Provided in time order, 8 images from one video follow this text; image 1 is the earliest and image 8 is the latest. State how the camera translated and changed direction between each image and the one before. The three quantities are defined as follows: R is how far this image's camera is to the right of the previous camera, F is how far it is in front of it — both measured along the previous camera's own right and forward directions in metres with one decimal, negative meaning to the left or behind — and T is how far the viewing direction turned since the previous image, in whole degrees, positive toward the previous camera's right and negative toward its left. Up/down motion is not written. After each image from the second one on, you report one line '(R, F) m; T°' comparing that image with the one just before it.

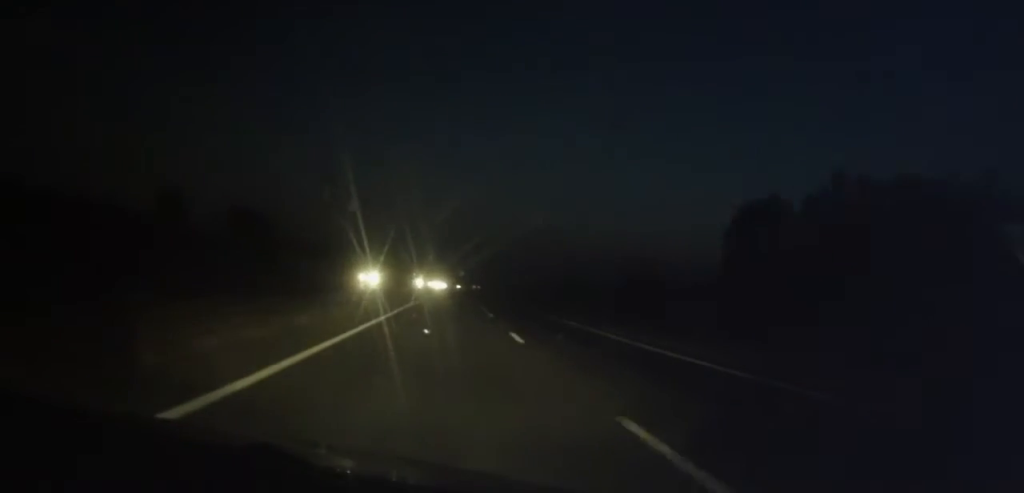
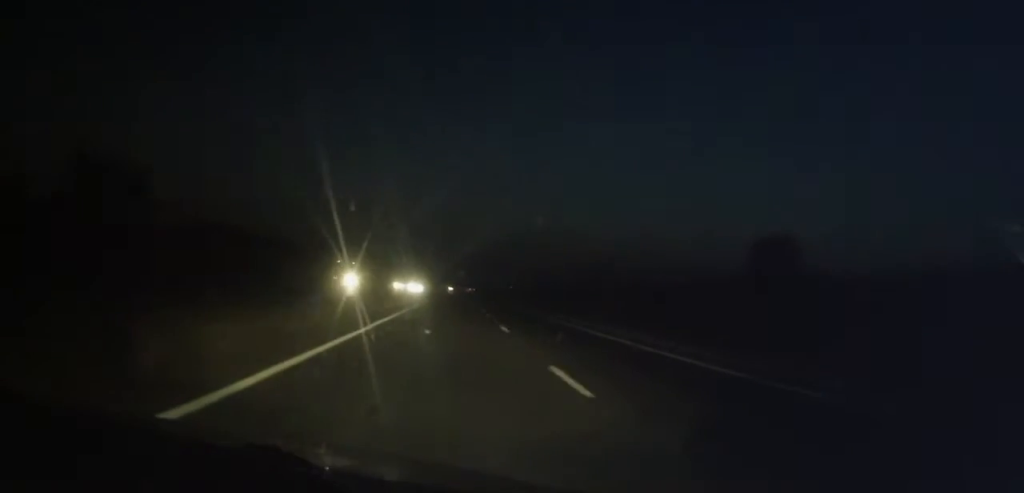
(+0.4, +53.3) m; +1°
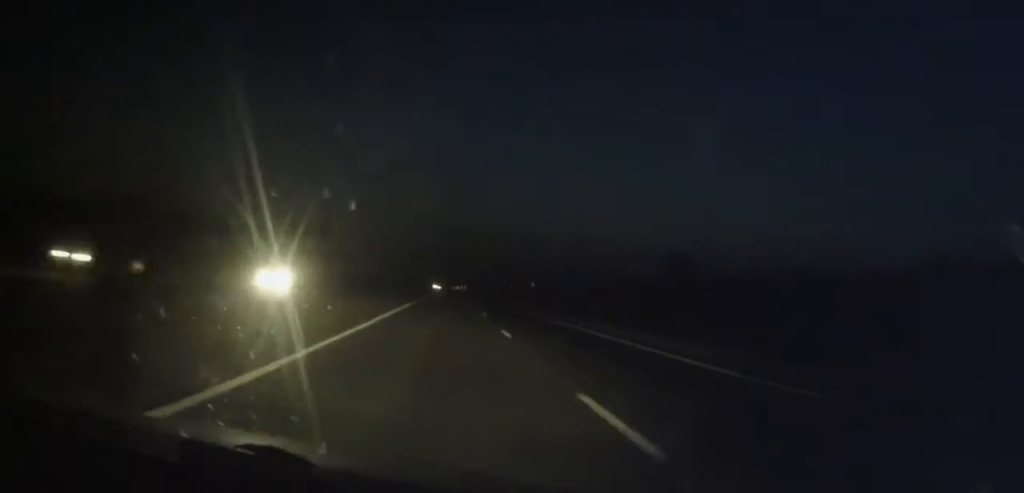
(+0.6, +61.8) m; +1°
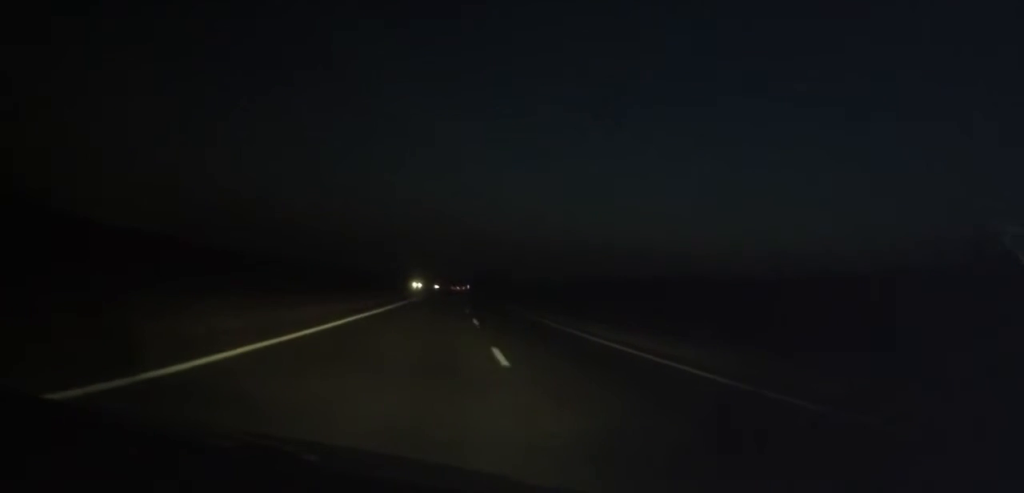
(+2.4, +182.3) m; +1°
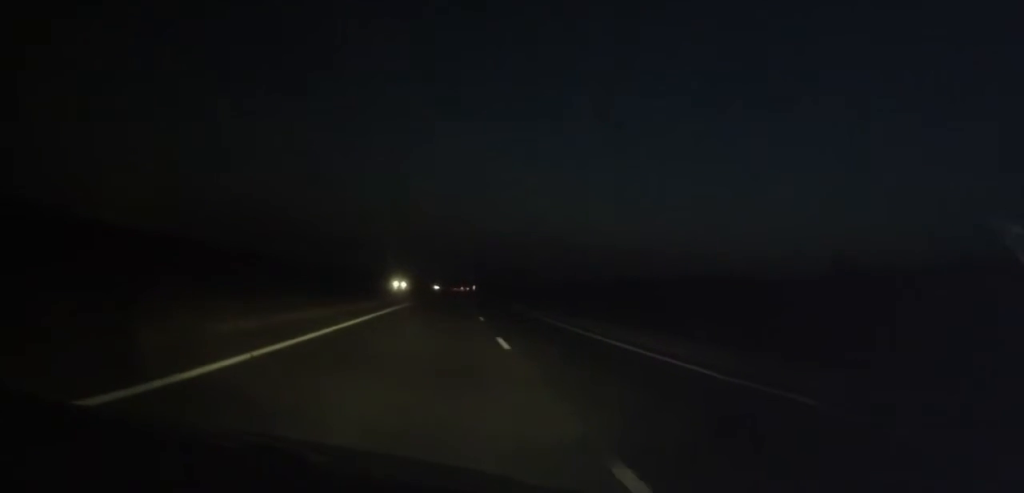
(-0.5, +59.5) m; 0°
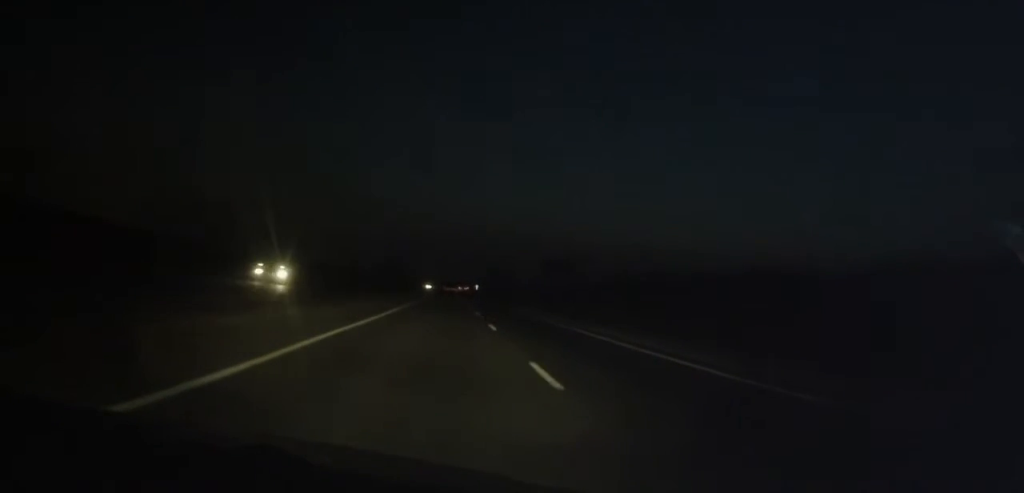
(-0.2, +68.0) m; 0°
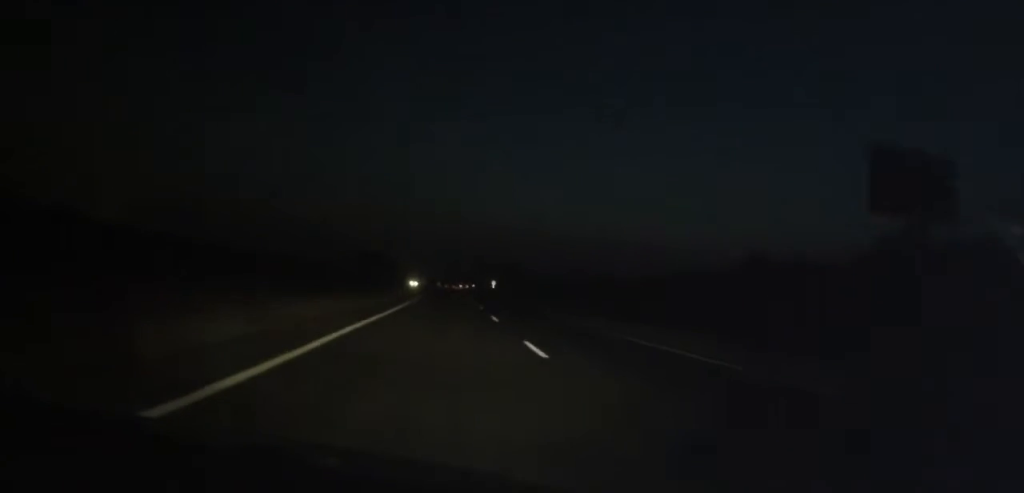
(+0.2, +97.8) m; 0°
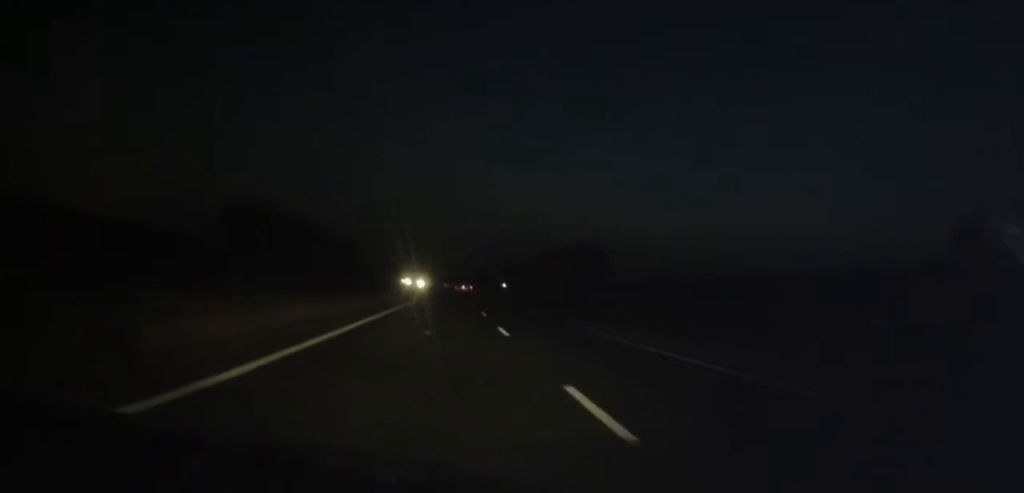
(-0.5, +181.0) m; 0°
